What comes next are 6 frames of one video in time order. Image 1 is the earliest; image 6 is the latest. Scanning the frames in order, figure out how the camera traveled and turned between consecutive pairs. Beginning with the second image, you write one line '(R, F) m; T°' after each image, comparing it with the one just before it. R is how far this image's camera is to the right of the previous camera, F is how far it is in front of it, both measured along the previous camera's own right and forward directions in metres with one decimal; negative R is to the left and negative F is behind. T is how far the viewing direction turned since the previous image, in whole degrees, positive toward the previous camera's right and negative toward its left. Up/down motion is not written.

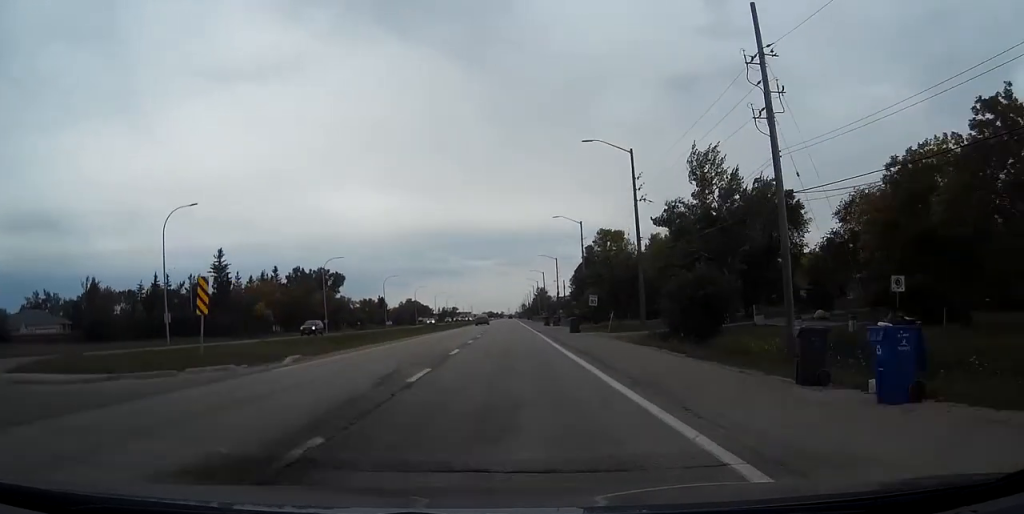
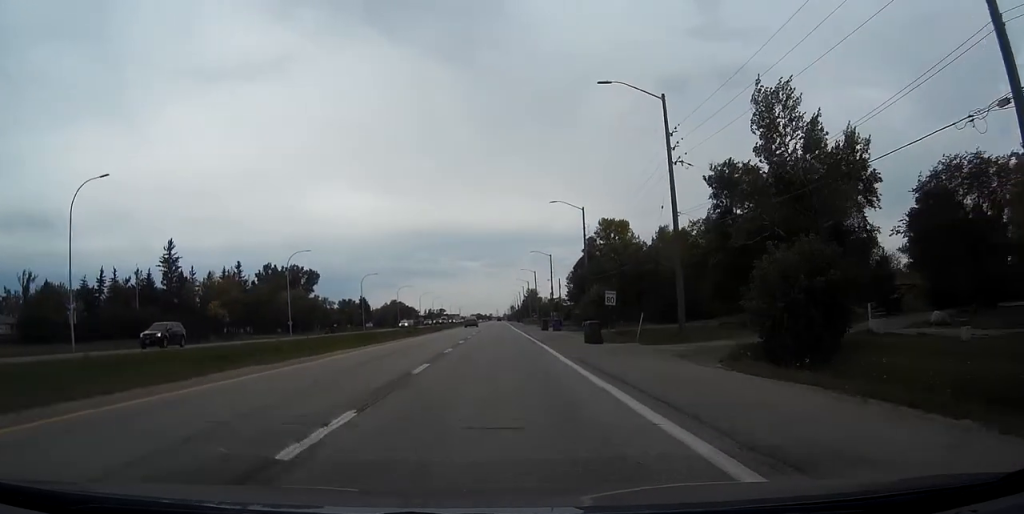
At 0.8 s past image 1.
(+0.3, +16.1) m; +1°
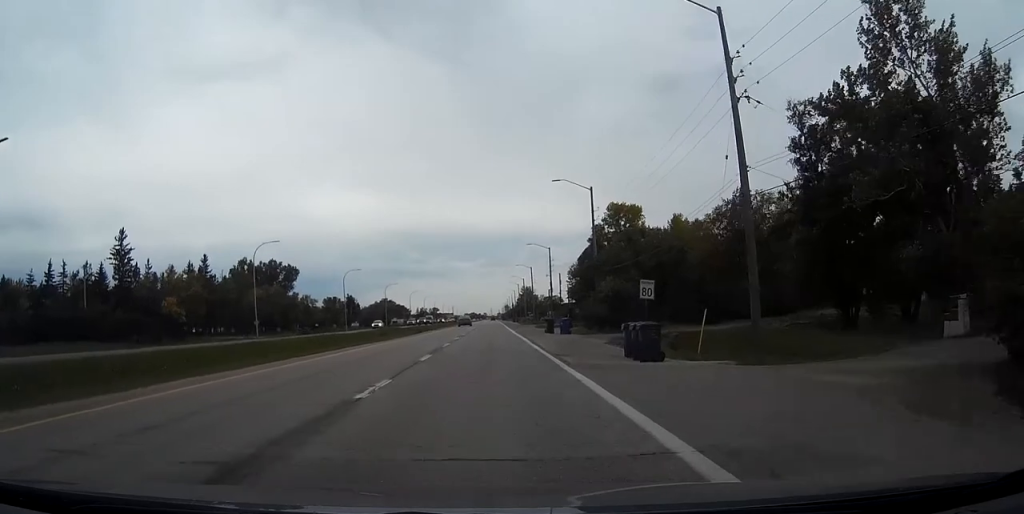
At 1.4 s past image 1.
(+0.1, +13.9) m; 0°
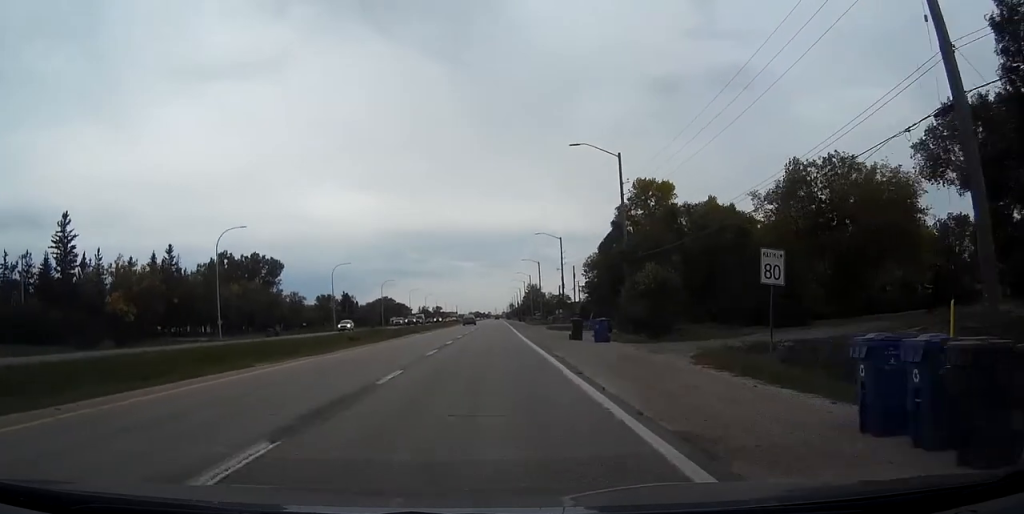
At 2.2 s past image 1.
(0.0, +15.8) m; 0°
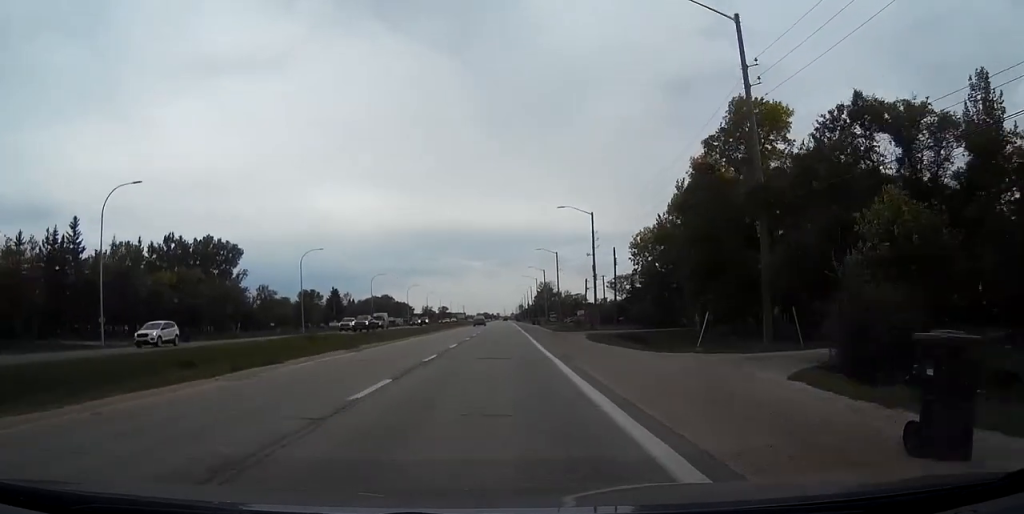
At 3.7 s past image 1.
(-0.1, +29.8) m; 0°
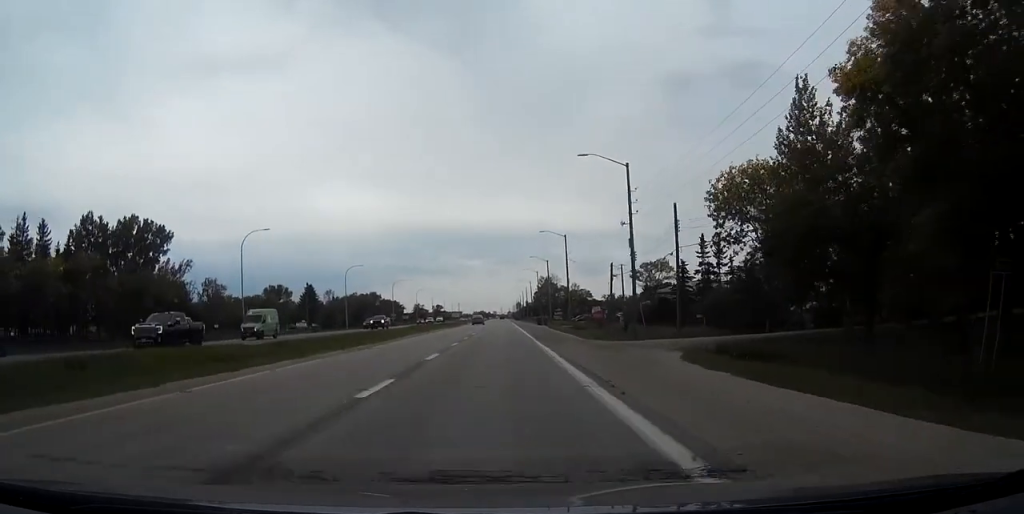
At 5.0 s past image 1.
(0.0, +26.9) m; 0°
